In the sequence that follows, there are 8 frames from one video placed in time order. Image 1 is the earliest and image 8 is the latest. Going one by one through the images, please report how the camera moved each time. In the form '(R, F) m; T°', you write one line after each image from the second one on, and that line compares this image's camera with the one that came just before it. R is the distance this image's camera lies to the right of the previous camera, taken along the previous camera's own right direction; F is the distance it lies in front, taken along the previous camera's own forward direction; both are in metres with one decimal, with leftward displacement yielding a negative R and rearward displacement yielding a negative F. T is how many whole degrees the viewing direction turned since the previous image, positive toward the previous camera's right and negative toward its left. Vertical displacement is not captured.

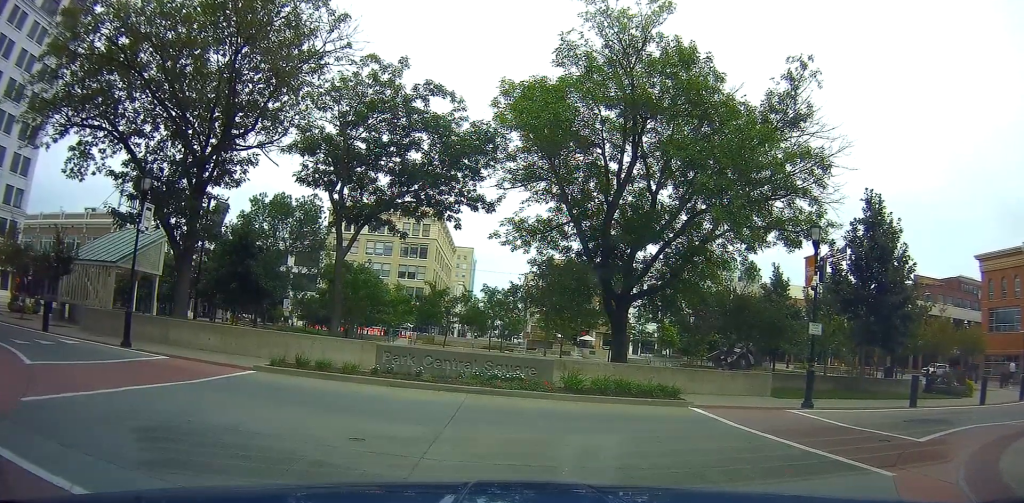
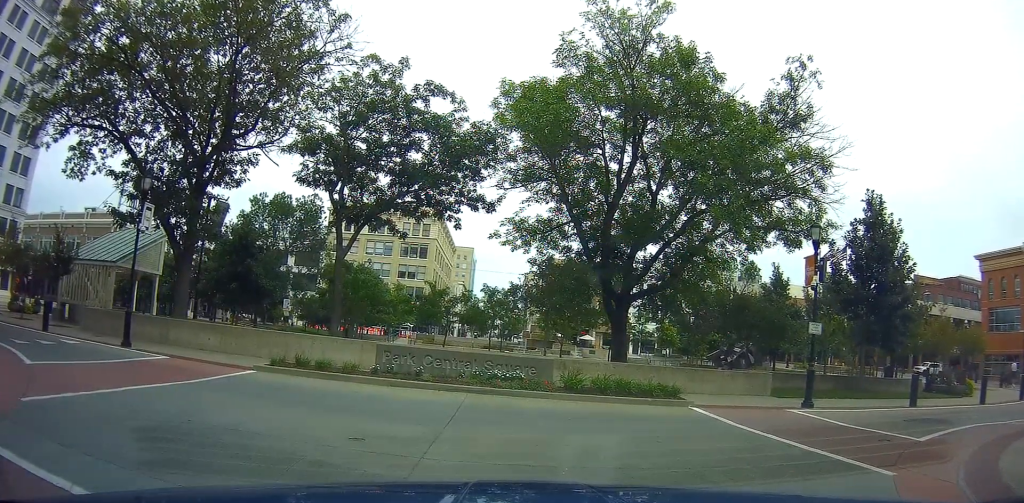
(+0.1, 0.0) m; 0°
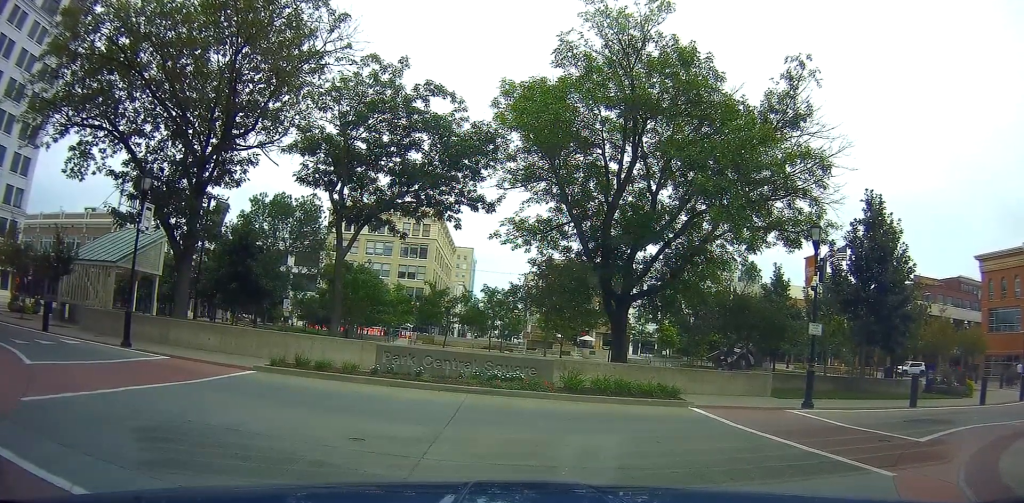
(+0.2, 0.0) m; 0°
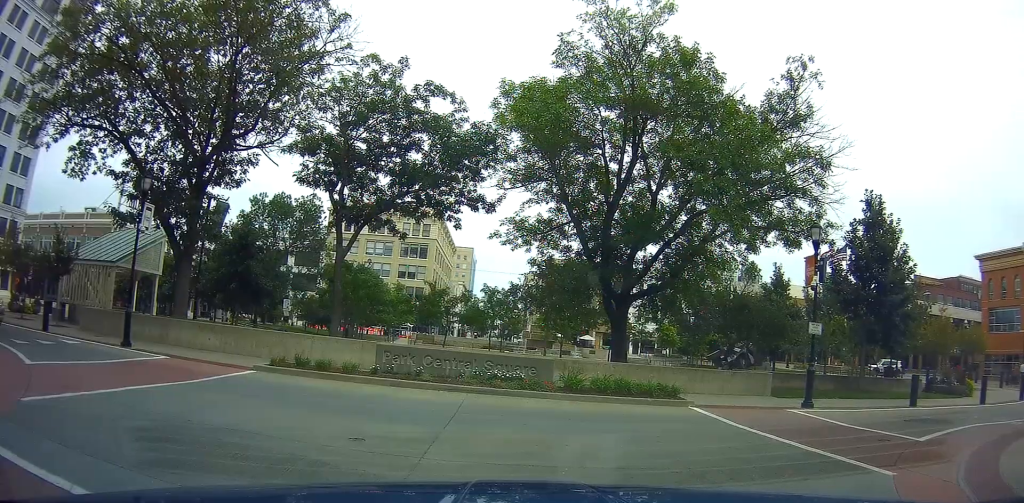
(+0.2, 0.0) m; 0°
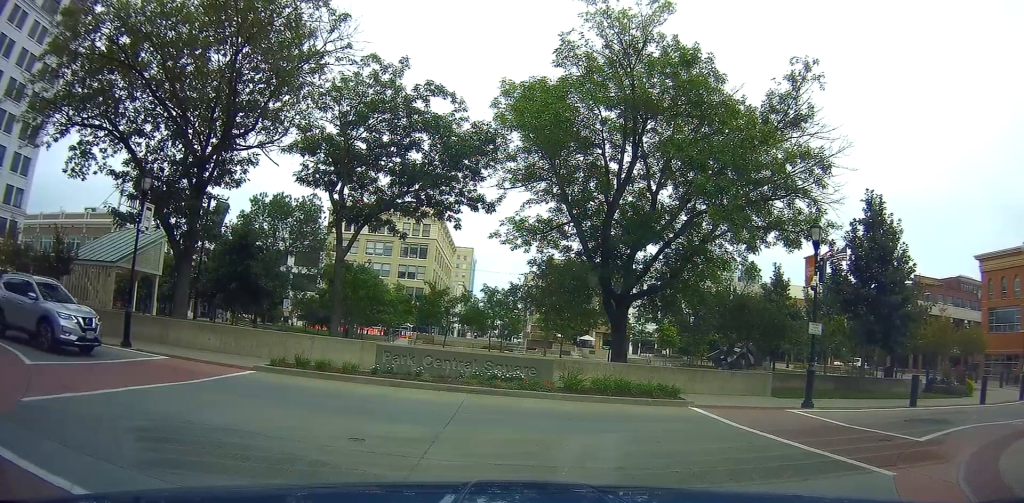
(+0.2, 0.0) m; 0°
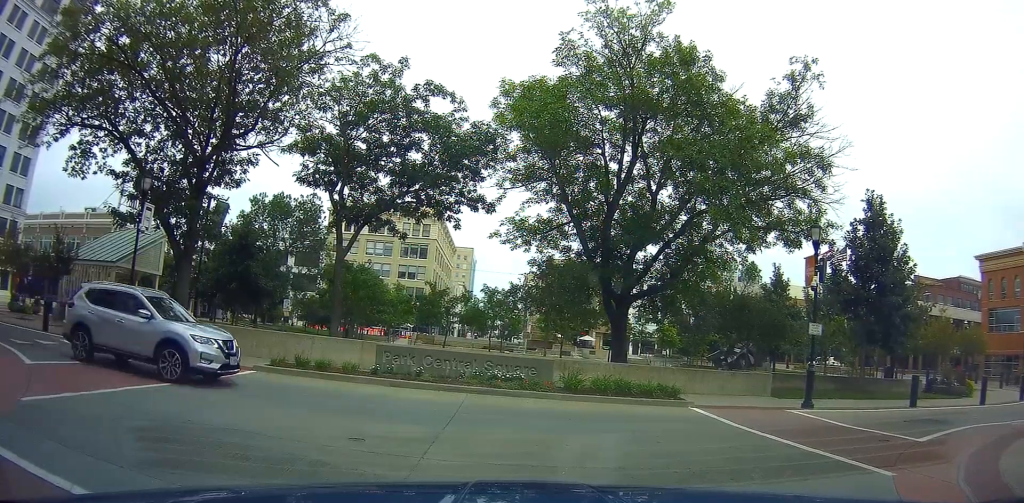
(+0.2, 0.0) m; 0°
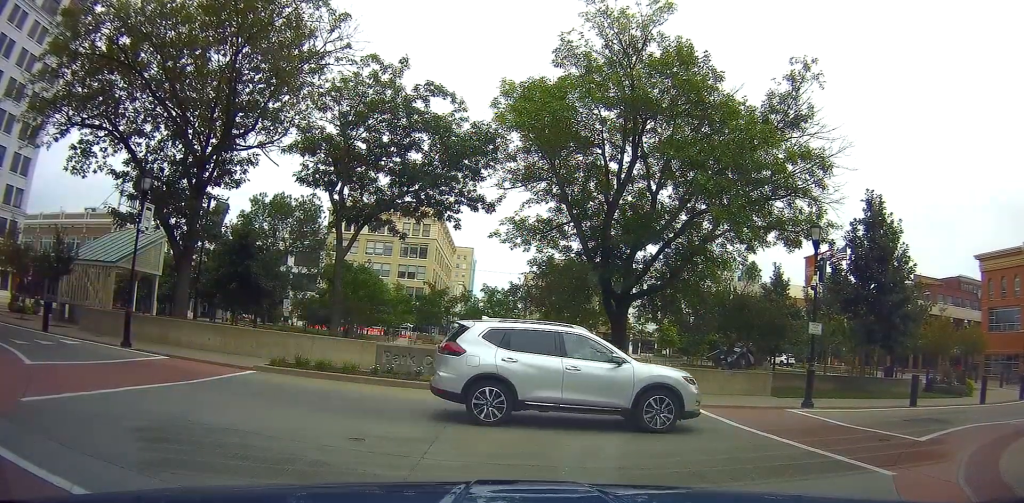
(+0.2, 0.0) m; 0°
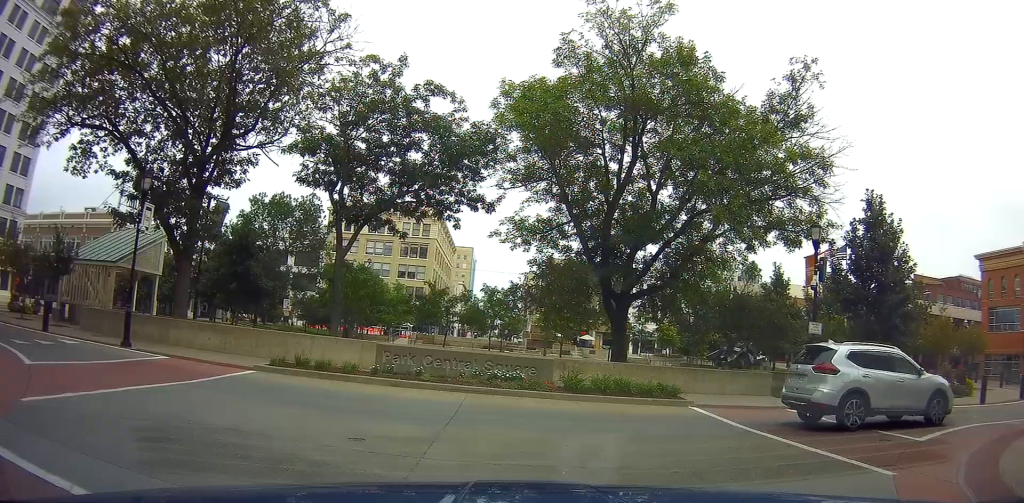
(-0.3, 0.0) m; 0°
